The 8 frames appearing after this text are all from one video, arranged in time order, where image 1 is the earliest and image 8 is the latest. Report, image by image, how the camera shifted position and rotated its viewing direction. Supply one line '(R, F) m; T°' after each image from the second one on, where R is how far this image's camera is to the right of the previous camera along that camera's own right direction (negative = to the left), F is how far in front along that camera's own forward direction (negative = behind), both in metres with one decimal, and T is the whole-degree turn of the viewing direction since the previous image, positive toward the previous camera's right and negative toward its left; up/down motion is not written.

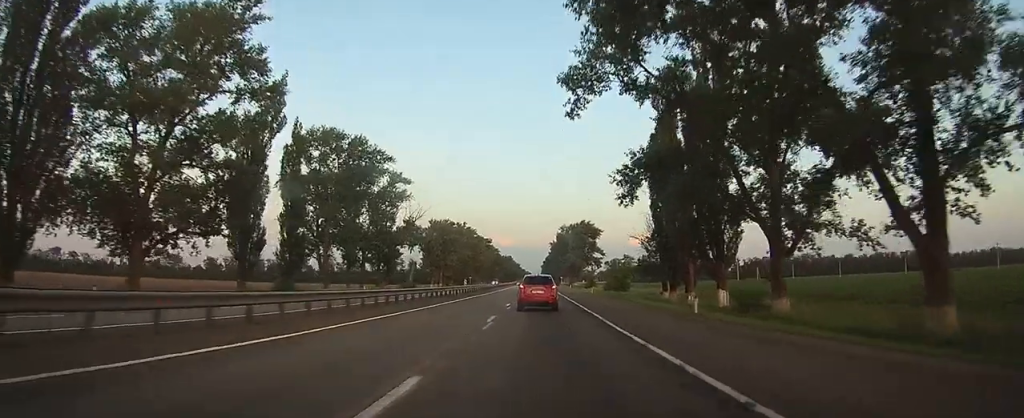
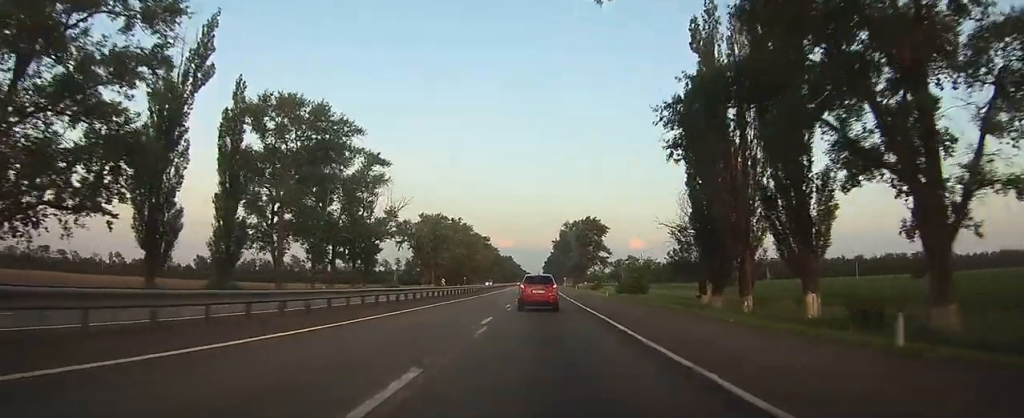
(0.0, +14.3) m; 0°
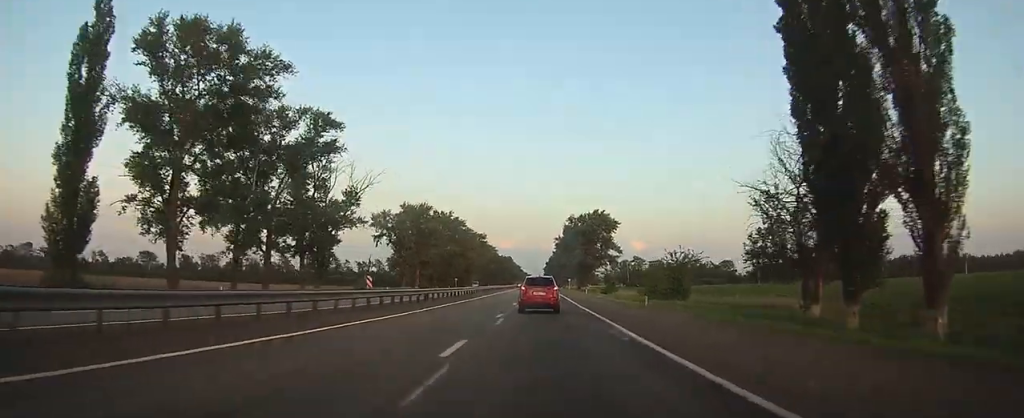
(-0.1, +19.9) m; 0°
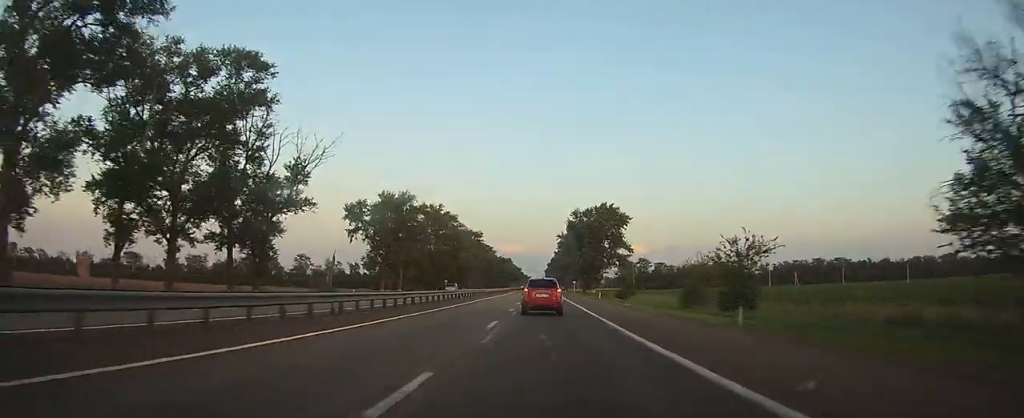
(0.0, +16.8) m; 0°
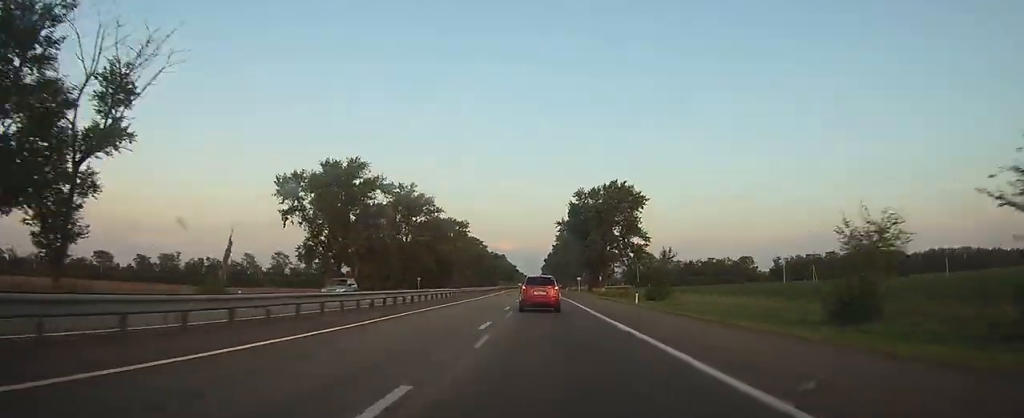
(0.0, +26.0) m; 0°
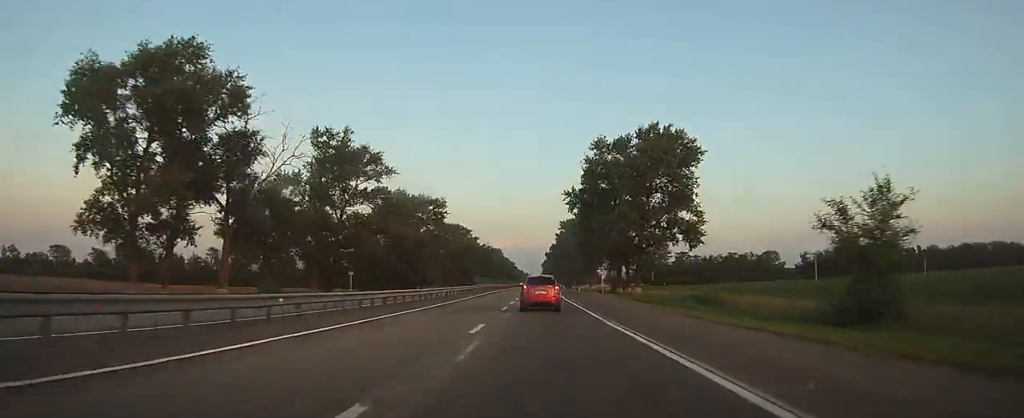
(-0.1, +38.4) m; 0°
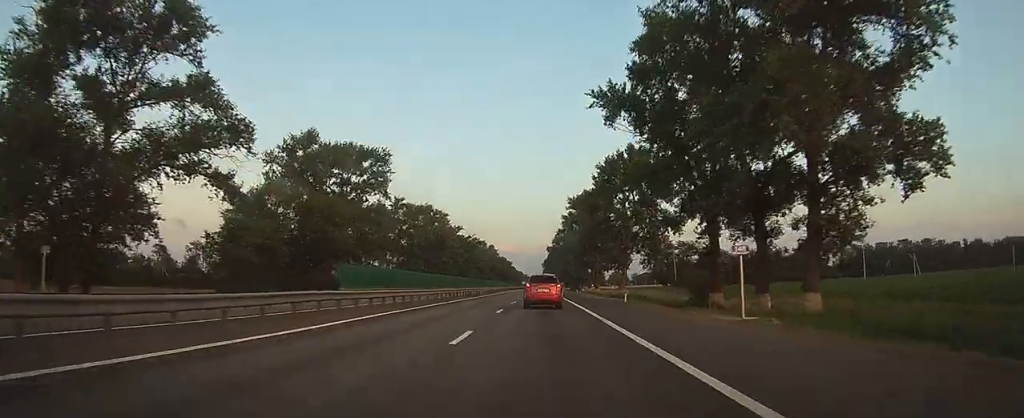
(0.0, +44.9) m; 0°
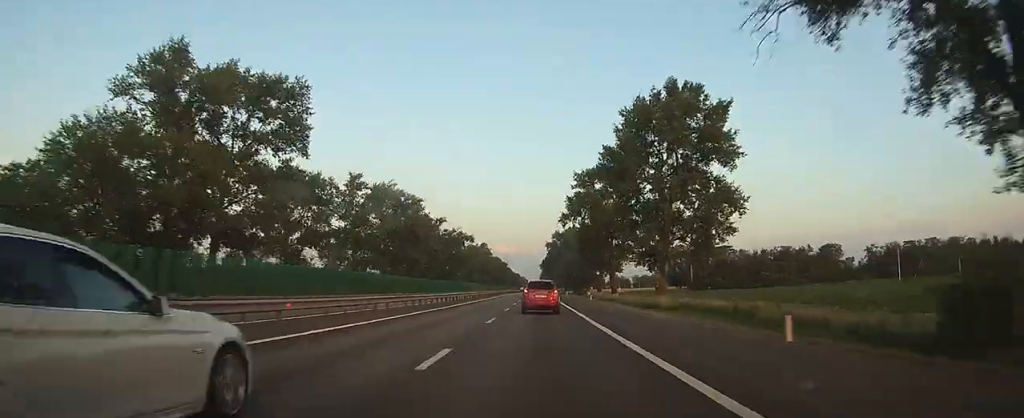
(-0.1, +26.7) m; 0°
